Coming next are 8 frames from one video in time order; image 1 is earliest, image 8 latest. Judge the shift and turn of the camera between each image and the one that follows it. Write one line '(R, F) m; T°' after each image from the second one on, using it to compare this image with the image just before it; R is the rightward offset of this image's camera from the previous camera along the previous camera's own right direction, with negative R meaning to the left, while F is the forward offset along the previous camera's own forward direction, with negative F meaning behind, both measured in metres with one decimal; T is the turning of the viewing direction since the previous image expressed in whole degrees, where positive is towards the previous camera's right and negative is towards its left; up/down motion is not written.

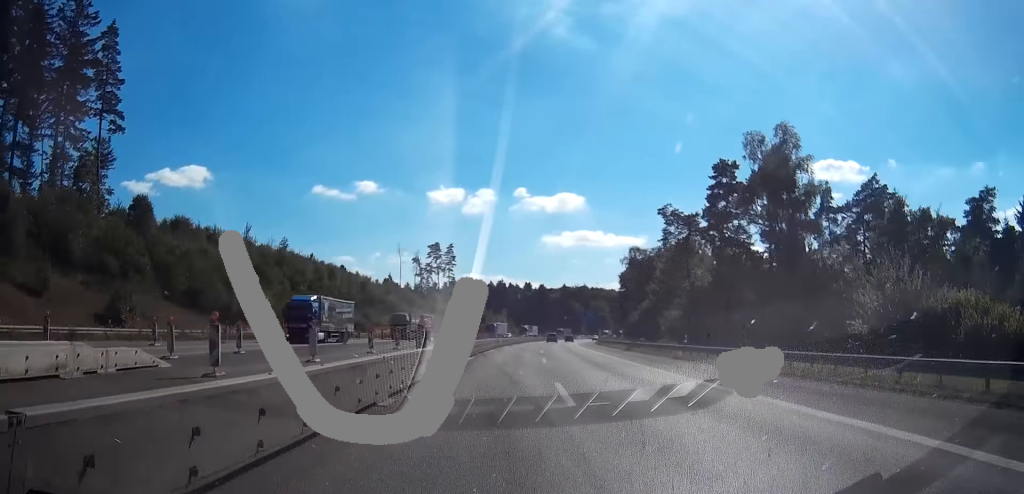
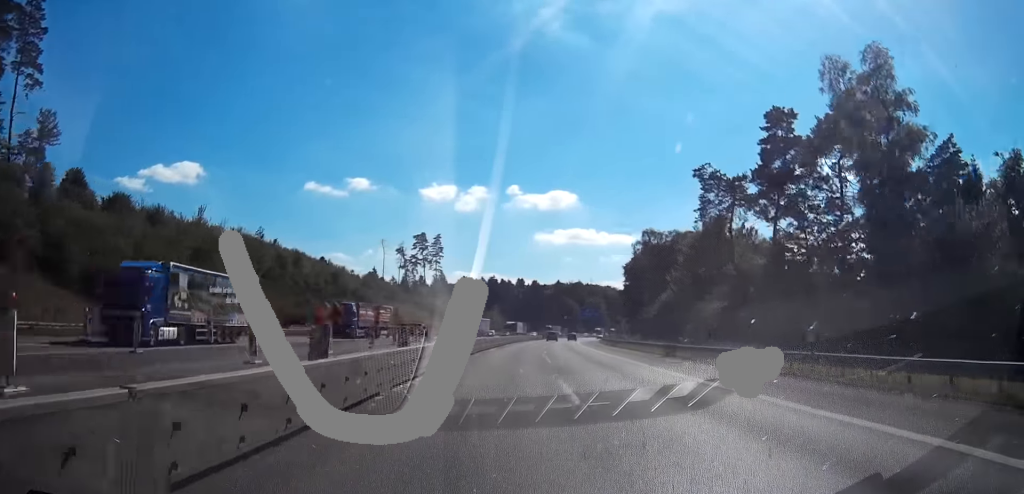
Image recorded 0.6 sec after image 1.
(-0.1, +18.5) m; +3°
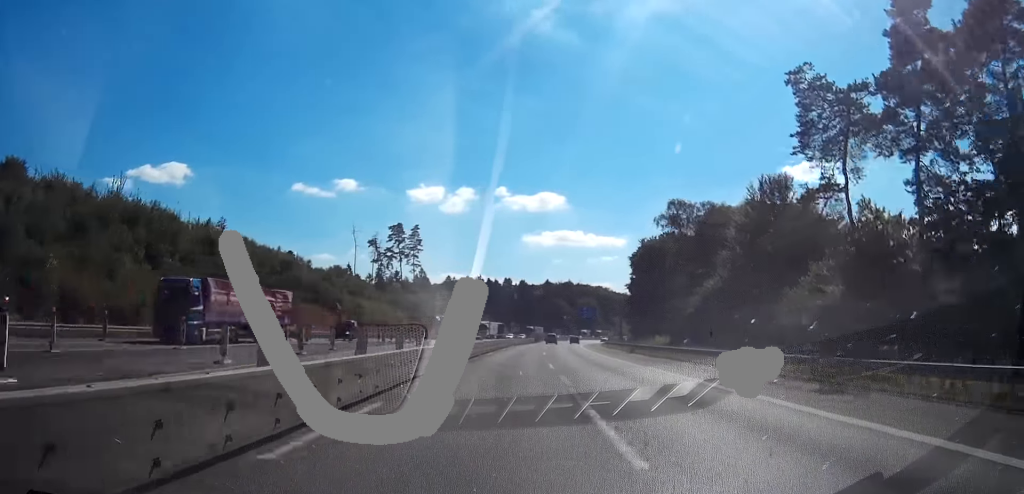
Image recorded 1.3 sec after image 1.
(+1.3, +23.2) m; +2°
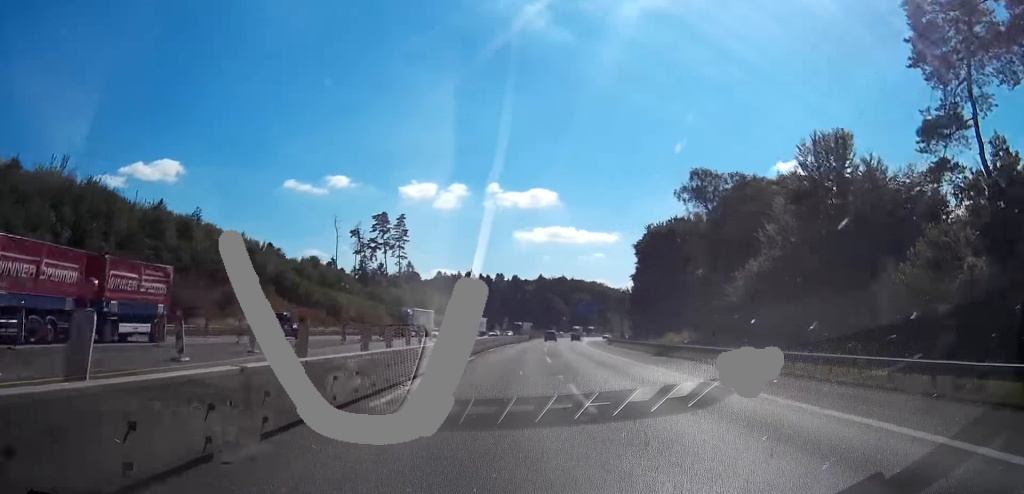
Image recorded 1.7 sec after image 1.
(+0.5, +12.6) m; +1°
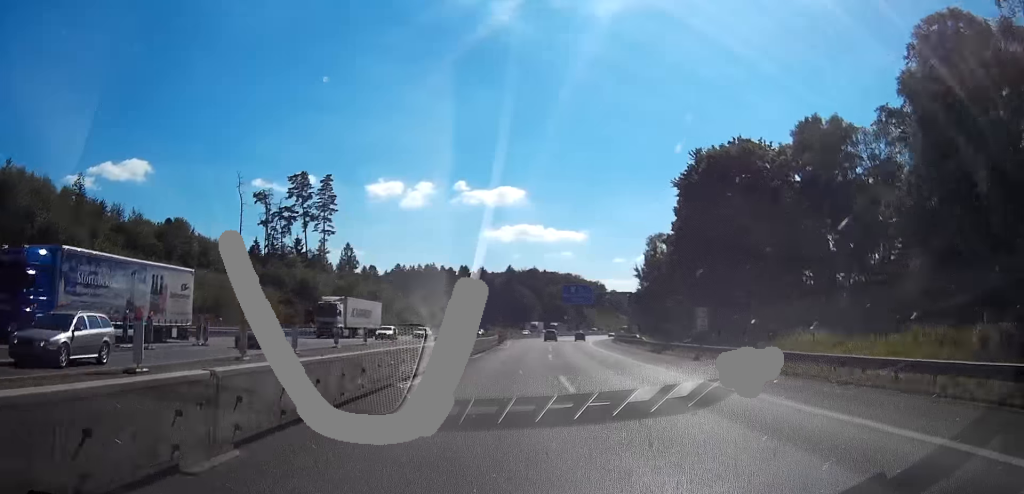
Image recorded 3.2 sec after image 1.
(-0.8, +48.6) m; 0°
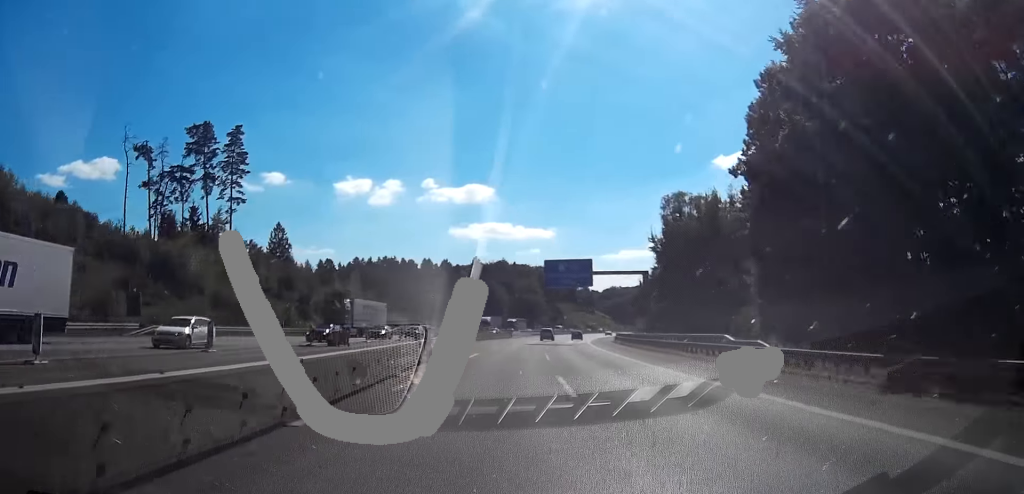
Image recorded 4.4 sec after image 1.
(+0.4, +36.0) m; +2°
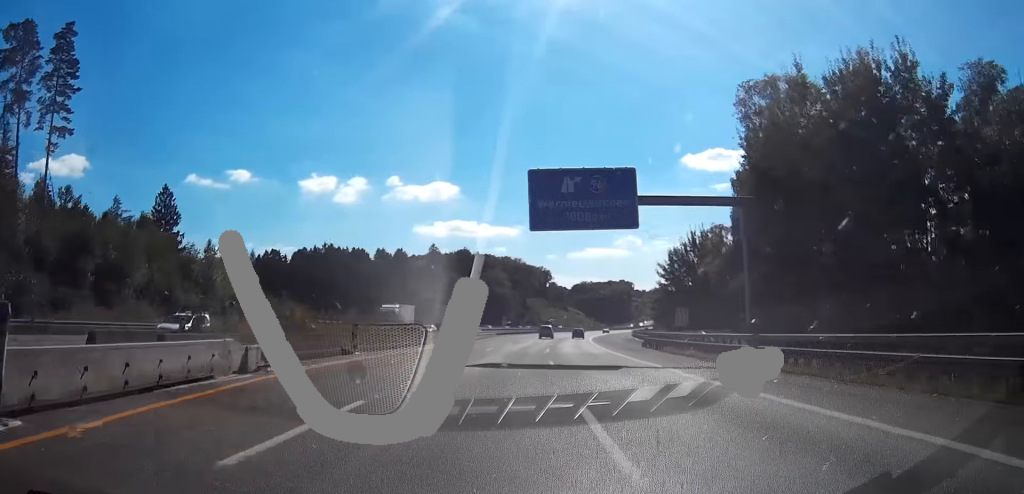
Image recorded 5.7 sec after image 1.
(+1.4, +44.0) m; +3°
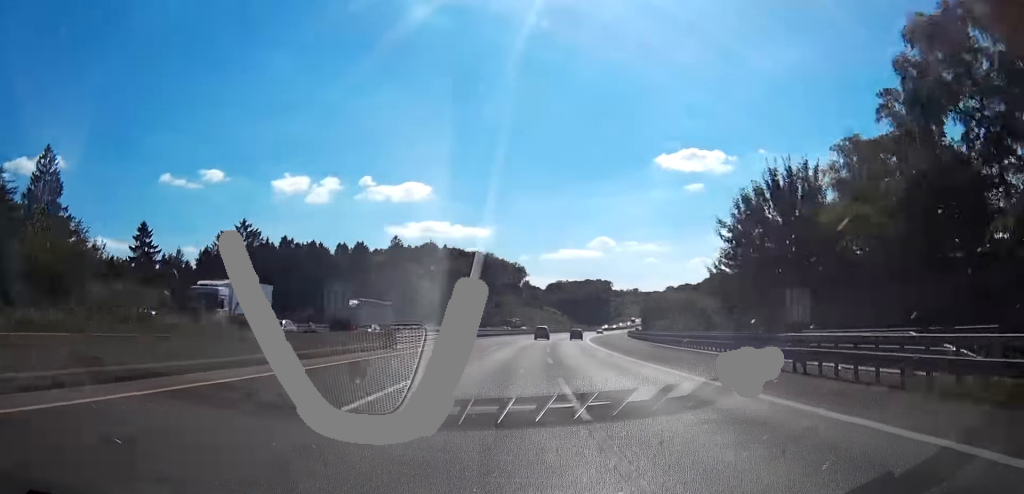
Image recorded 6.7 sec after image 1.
(0.0, +31.4) m; -1°
